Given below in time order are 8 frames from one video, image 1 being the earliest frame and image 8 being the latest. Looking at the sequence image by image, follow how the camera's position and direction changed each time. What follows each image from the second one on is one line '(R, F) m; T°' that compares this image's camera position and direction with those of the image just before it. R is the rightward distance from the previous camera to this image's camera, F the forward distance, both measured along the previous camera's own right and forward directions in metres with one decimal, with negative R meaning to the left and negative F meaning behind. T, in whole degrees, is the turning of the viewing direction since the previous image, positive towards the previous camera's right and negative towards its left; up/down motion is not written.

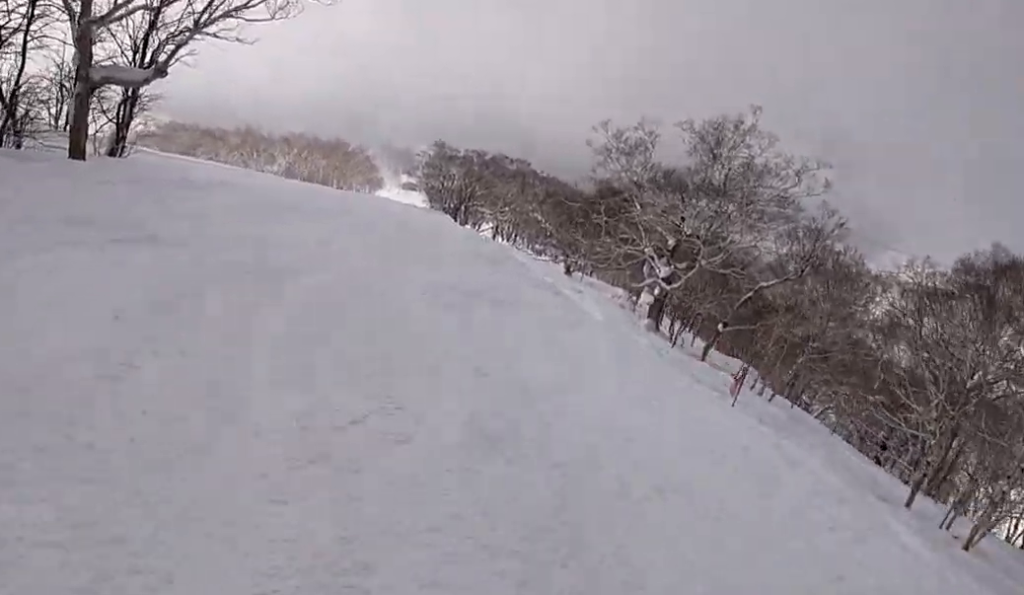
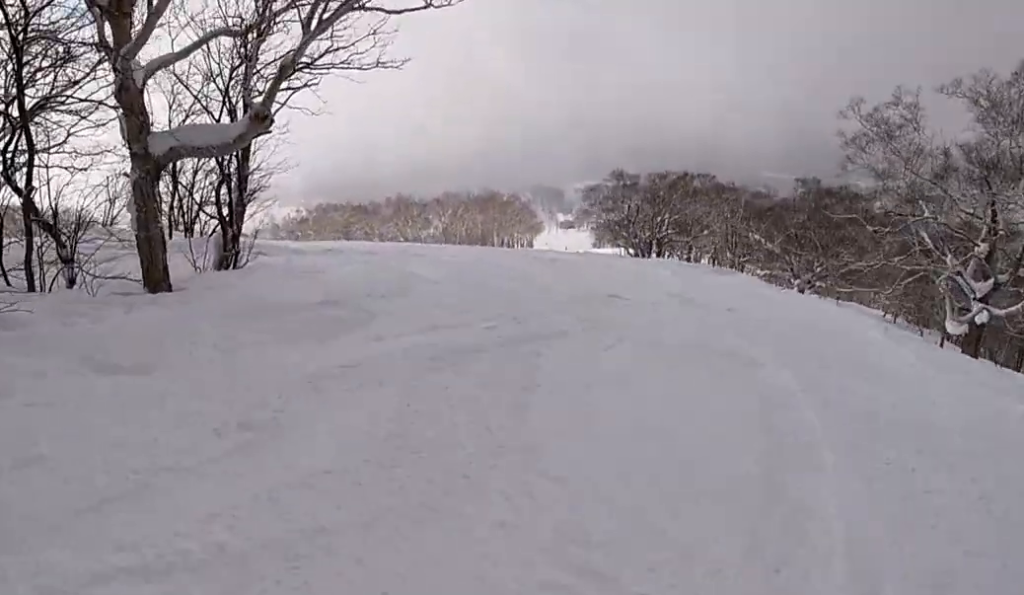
(-1.3, +9.2) m; -3°
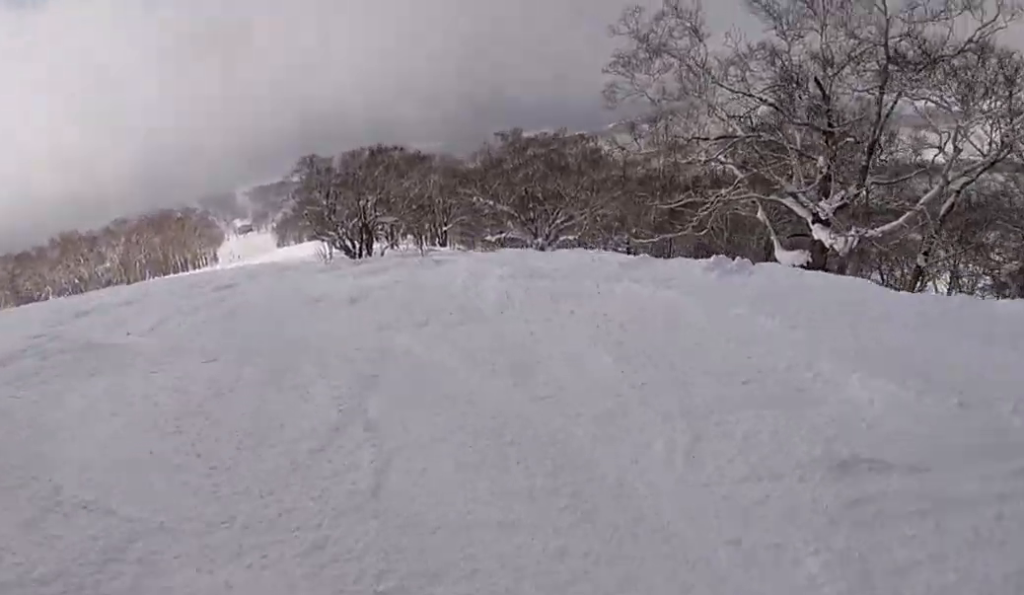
(+1.8, +9.0) m; +10°
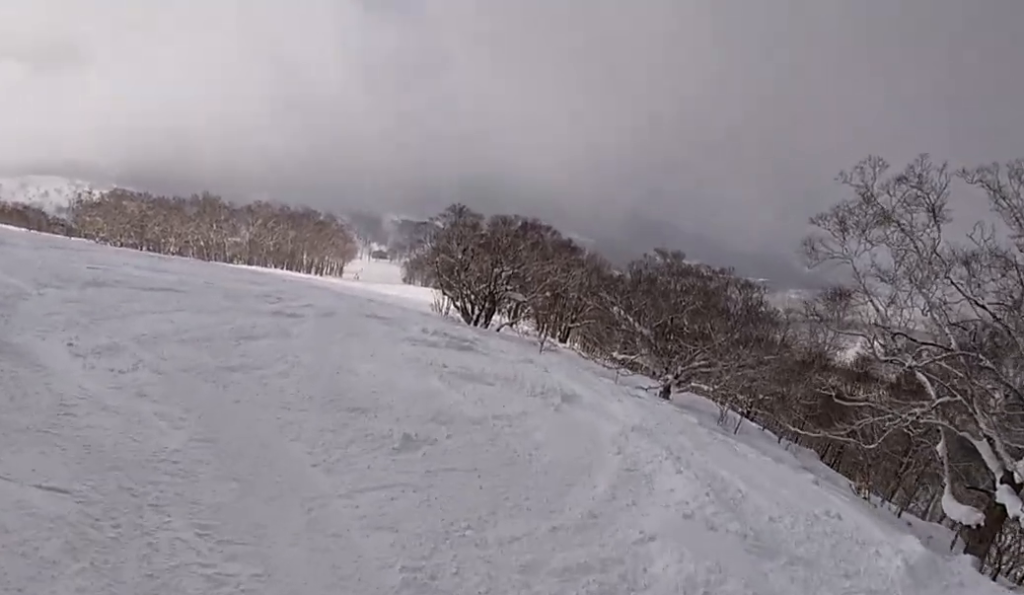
(-0.3, +3.4) m; -12°
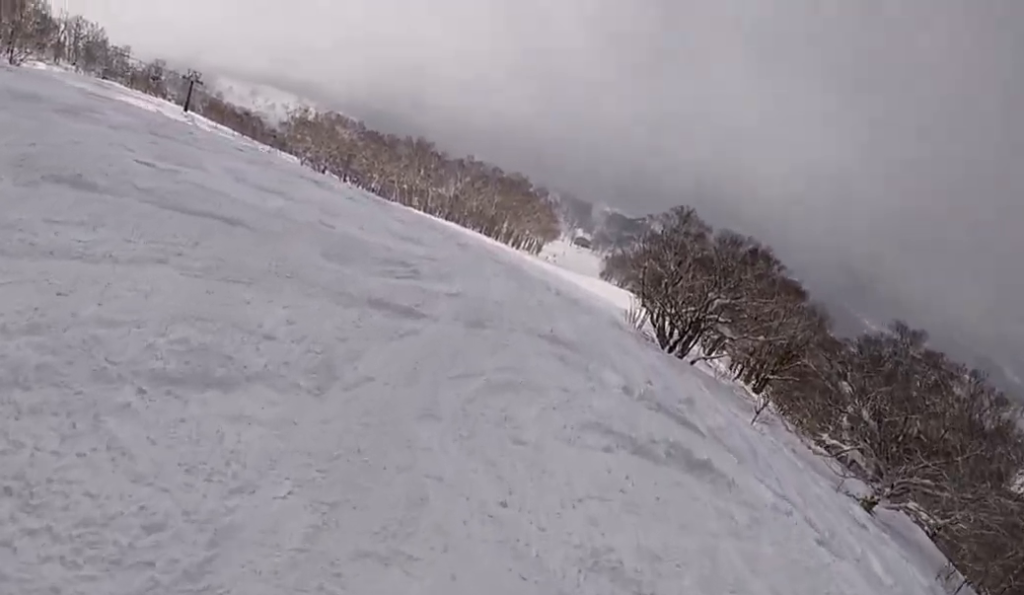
(-0.8, +4.7) m; -24°
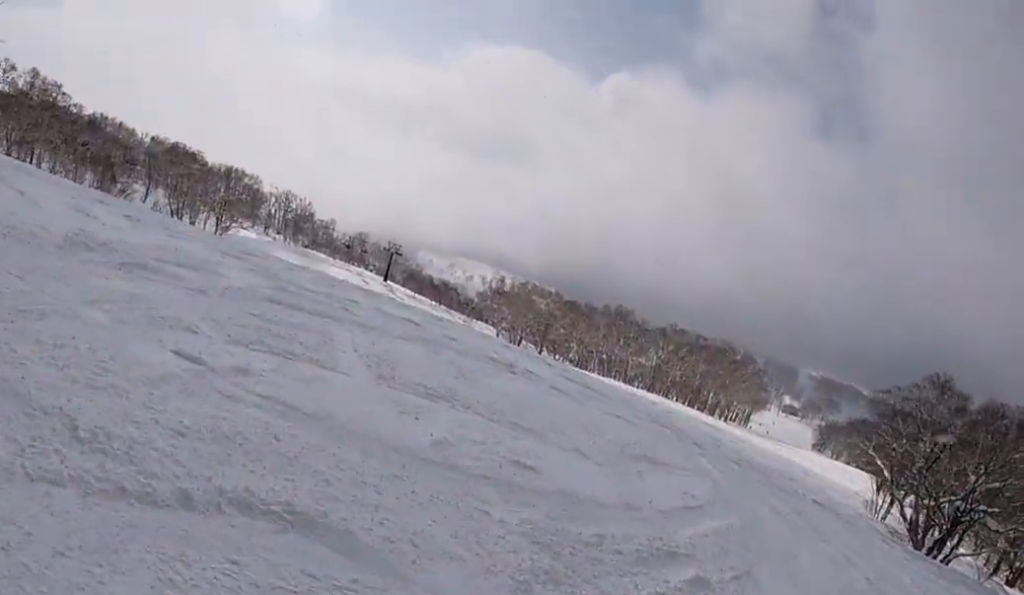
(-1.3, +4.2) m; -15°
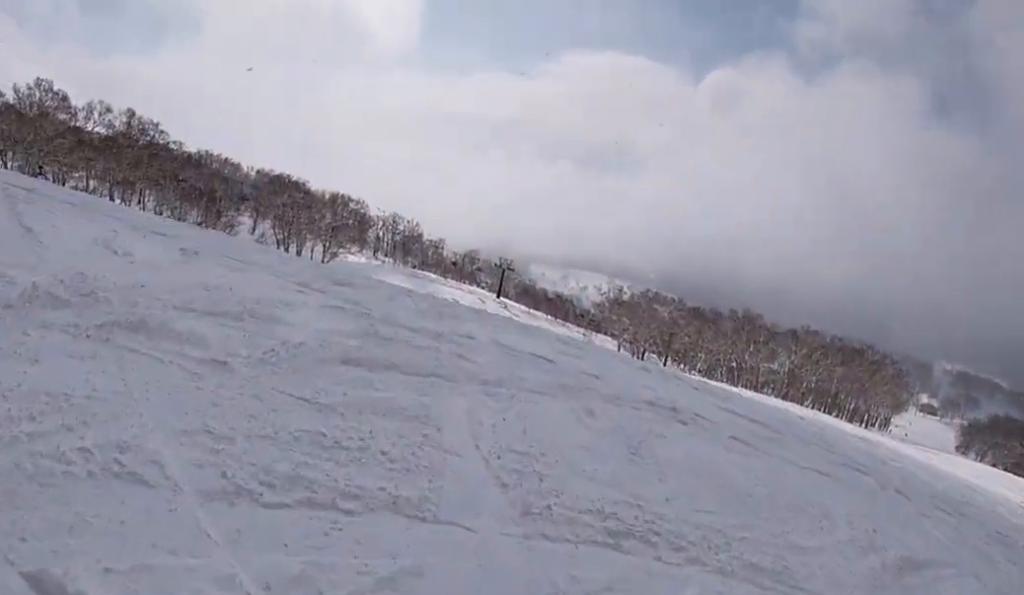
(-0.1, +2.8) m; -4°
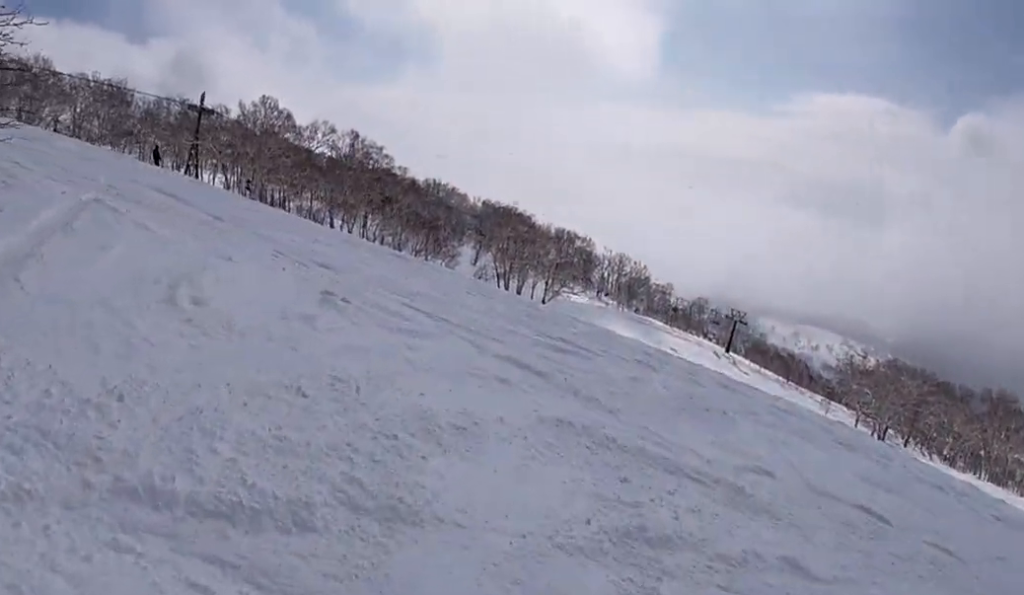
(0.0, +3.9) m; -2°
